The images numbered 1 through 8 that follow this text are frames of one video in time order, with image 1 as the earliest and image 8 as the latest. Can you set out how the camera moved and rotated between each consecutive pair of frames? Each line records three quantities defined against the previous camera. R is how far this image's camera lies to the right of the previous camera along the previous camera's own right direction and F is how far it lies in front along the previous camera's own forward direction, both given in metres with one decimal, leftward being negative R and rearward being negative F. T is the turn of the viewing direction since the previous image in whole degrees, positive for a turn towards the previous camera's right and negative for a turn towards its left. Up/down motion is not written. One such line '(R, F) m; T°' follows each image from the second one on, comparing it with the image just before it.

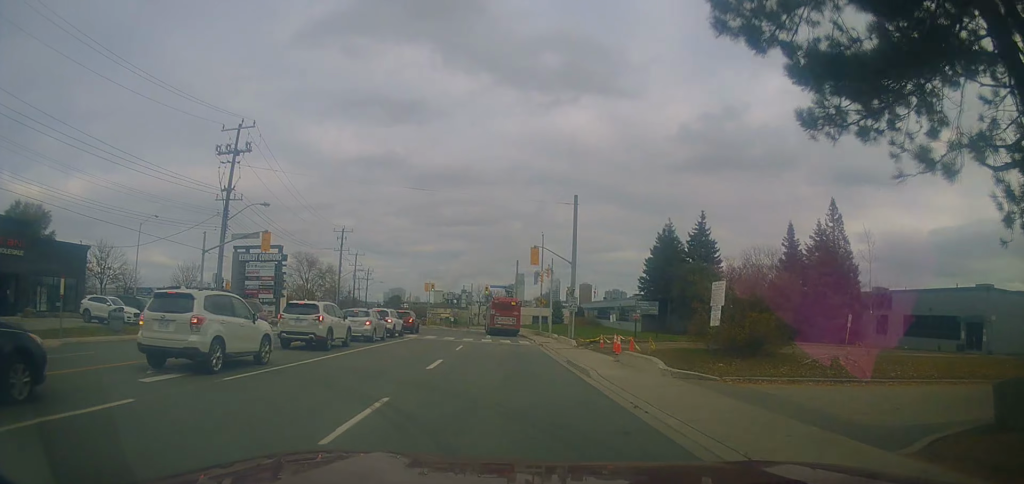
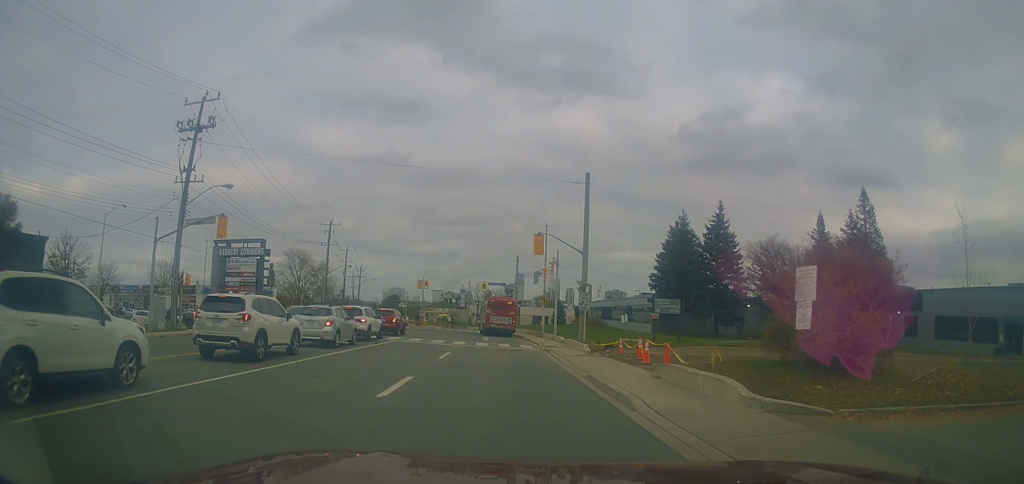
(-0.1, +5.7) m; -1°
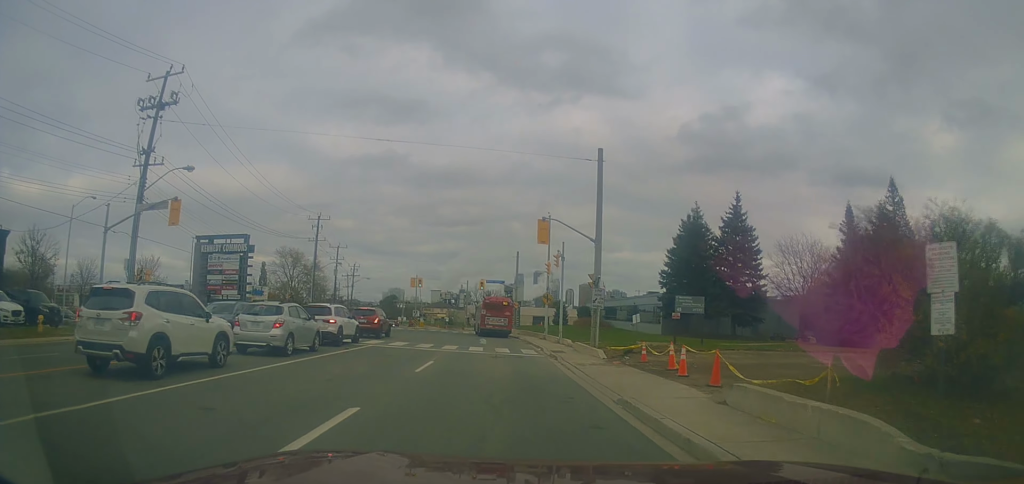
(-0.1, +4.6) m; -1°
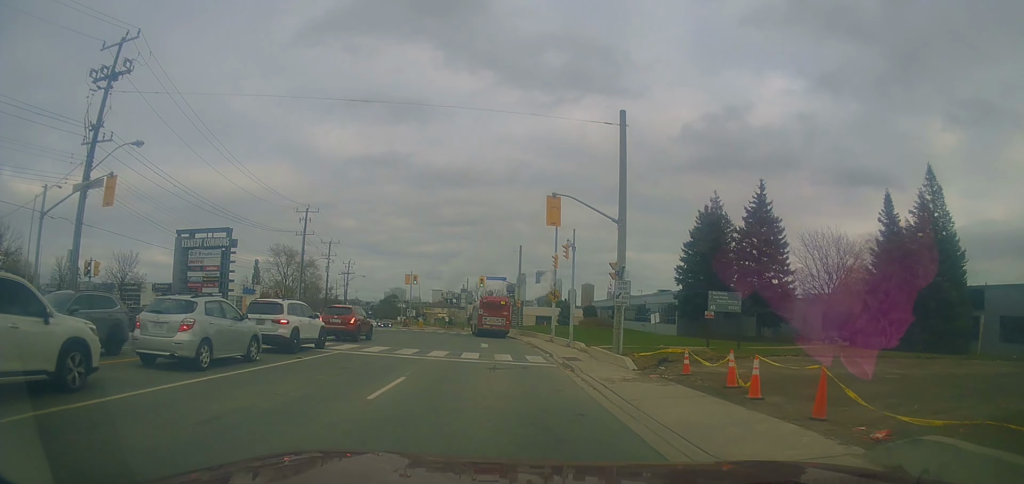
(-0.1, +5.0) m; 0°
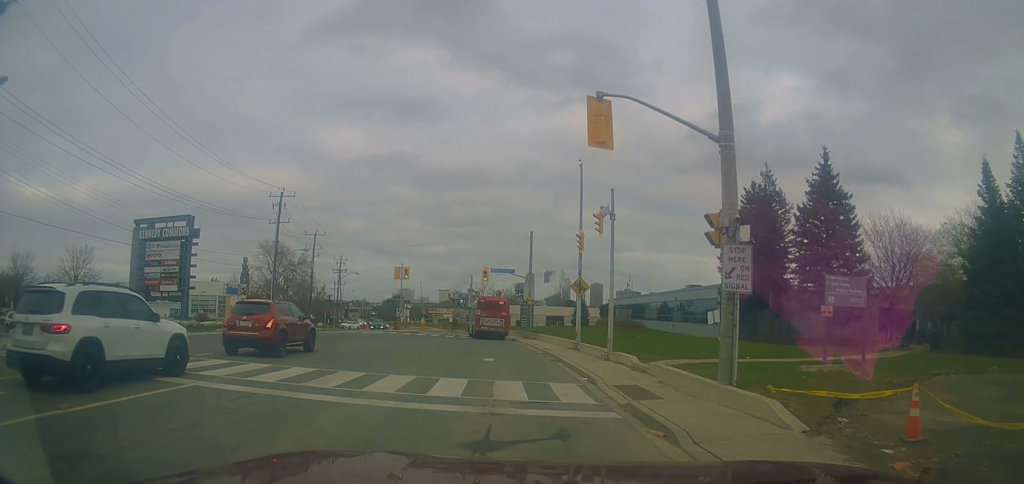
(0.0, +9.8) m; +2°
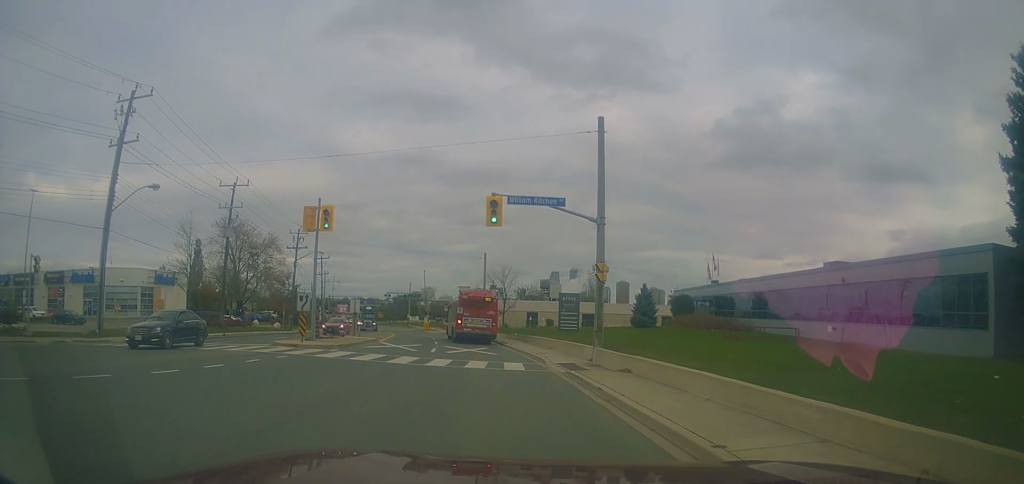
(-1.1, +28.6) m; -5°
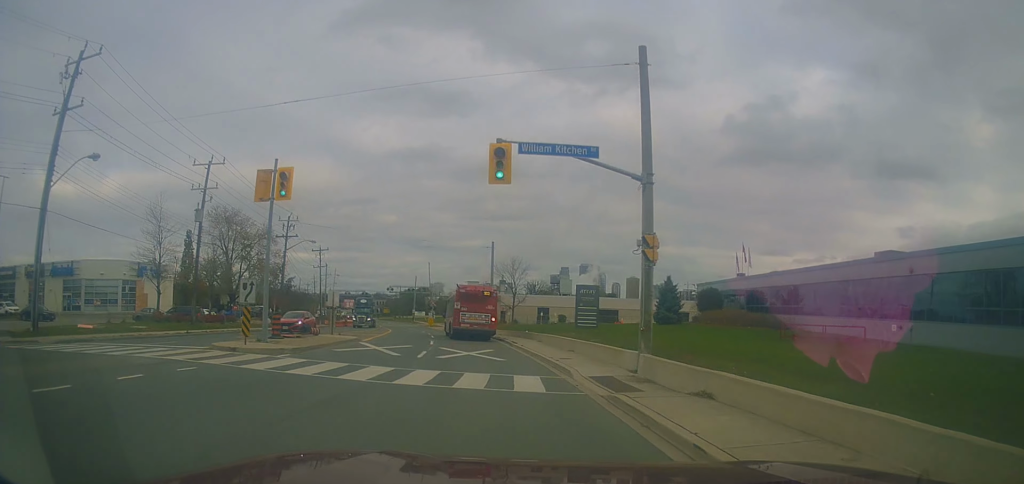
(0.0, +6.0) m; +1°
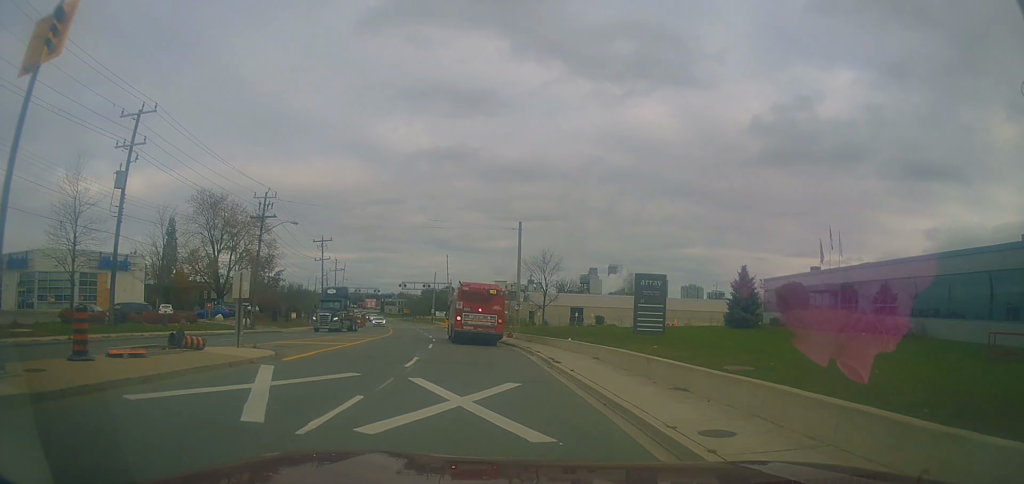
(+0.3, +12.9) m; +1°
